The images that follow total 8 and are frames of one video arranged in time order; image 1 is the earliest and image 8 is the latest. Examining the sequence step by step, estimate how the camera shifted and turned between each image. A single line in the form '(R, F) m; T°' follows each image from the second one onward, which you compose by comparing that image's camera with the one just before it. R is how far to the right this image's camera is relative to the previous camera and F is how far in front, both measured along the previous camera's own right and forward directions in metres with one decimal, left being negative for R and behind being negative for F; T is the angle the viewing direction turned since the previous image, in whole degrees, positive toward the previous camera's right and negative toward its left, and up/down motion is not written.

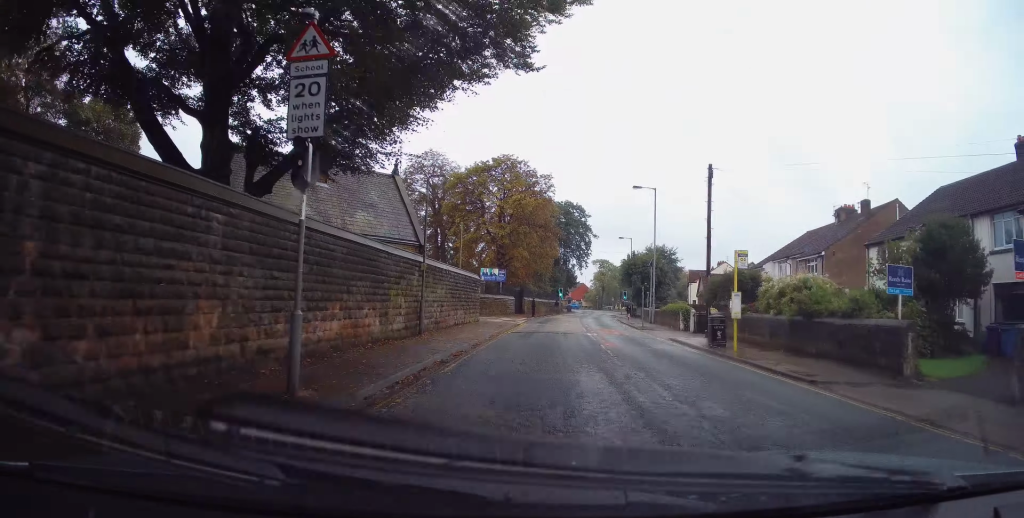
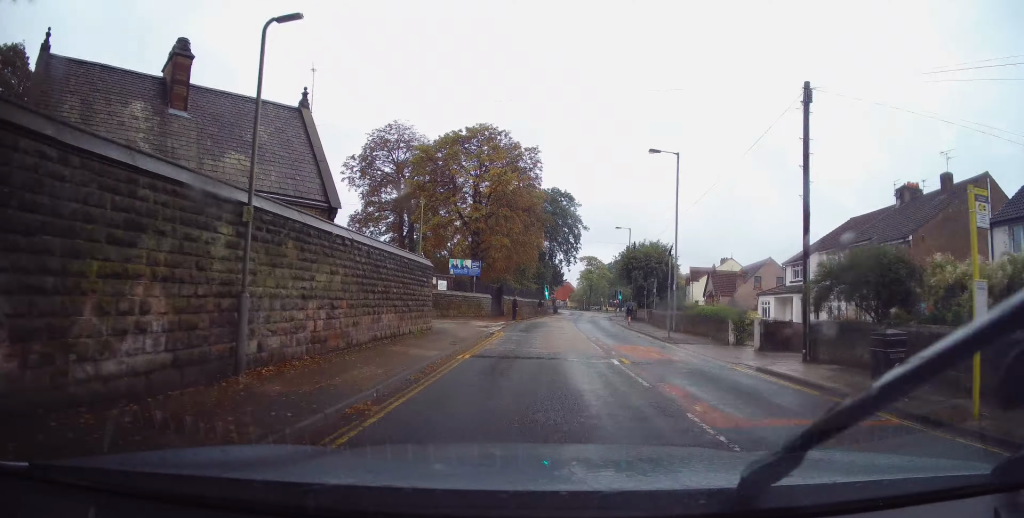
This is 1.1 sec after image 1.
(+0.3, +10.2) m; +3°
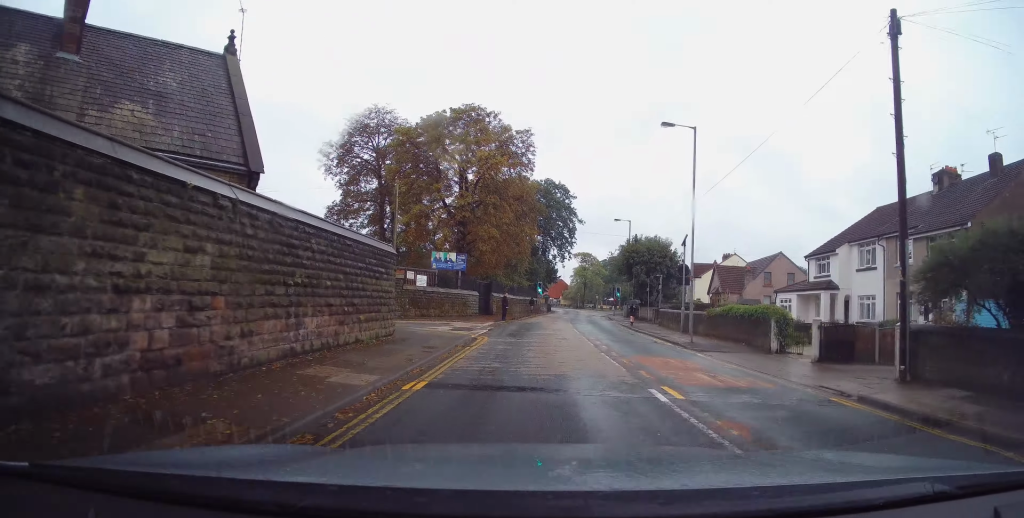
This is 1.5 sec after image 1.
(+0.1, +4.5) m; +1°
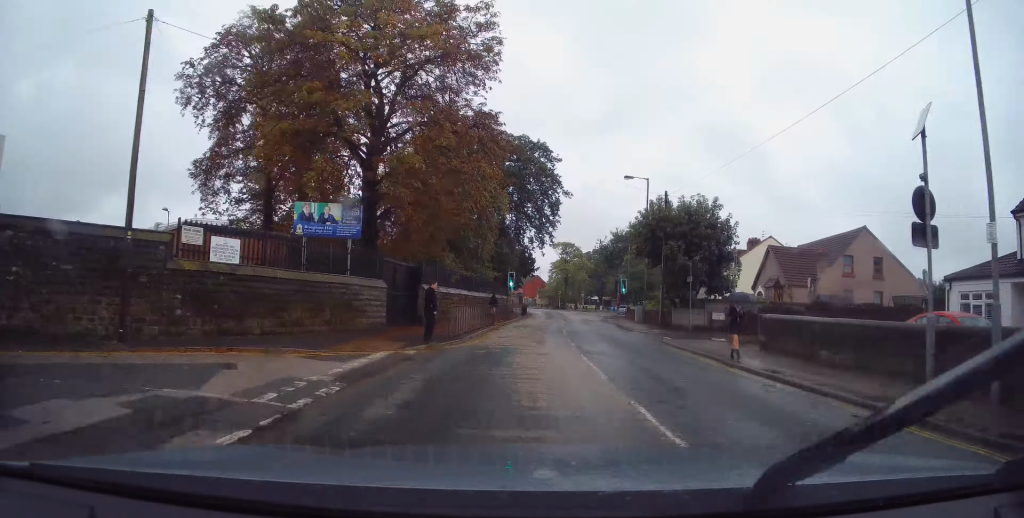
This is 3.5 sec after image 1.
(-0.7, +19.1) m; +1°
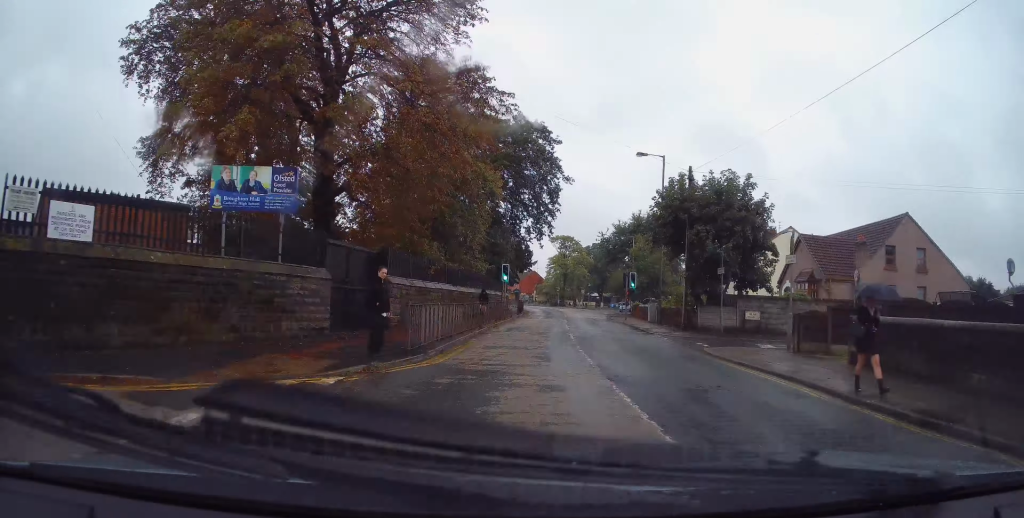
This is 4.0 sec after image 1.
(+0.5, +5.1) m; +2°
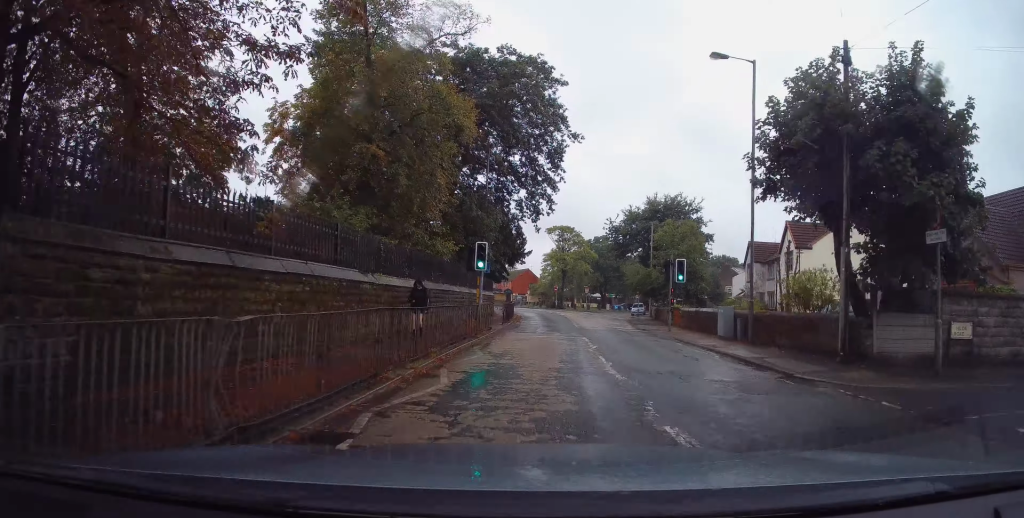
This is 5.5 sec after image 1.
(-0.1, +13.9) m; -2°
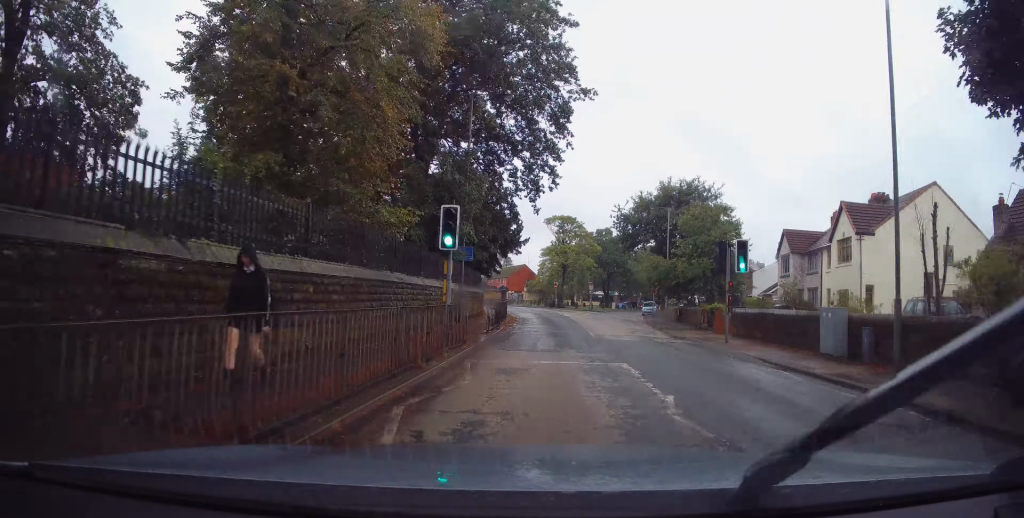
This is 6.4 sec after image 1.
(0.0, +7.8) m; -1°
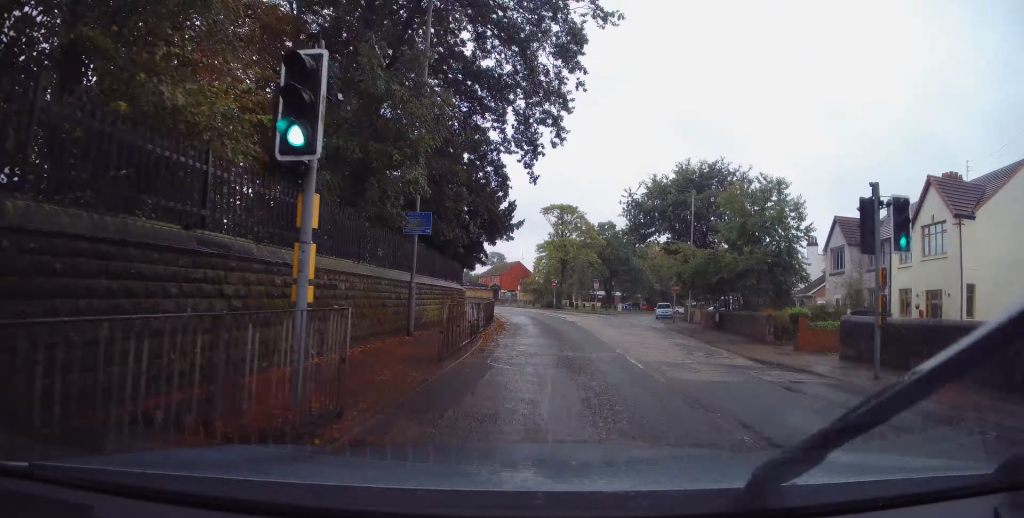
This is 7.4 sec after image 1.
(-0.1, +8.8) m; +2°
